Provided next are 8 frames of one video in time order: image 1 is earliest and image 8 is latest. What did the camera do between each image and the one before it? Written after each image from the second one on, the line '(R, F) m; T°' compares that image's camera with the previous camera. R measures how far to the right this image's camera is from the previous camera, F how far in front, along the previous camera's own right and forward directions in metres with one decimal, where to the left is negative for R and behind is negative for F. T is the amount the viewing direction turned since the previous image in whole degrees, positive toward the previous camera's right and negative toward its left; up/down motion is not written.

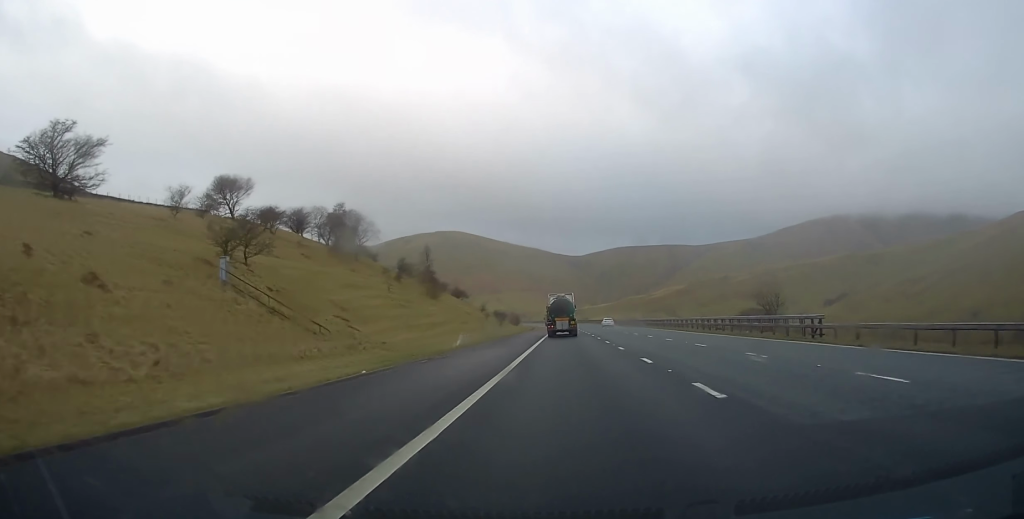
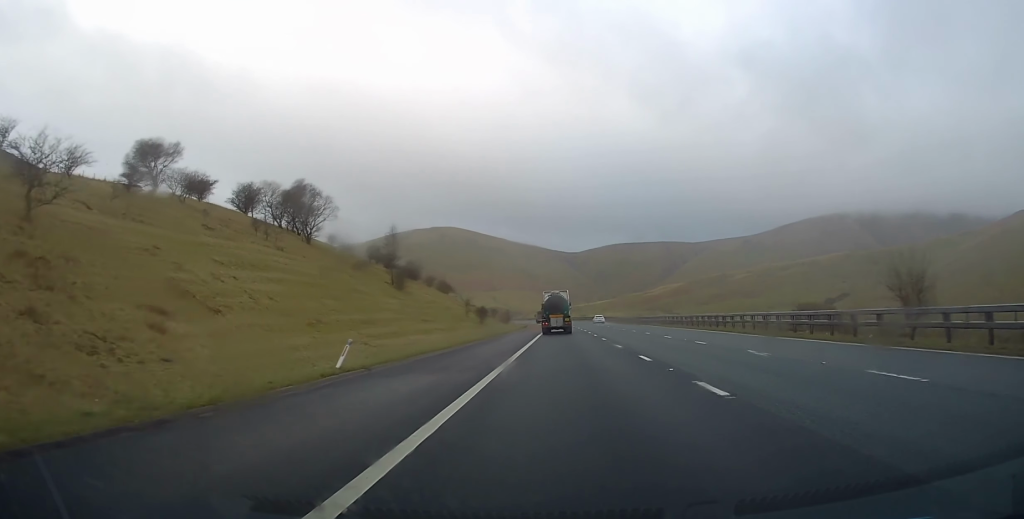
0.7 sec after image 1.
(0.0, +18.4) m; 0°
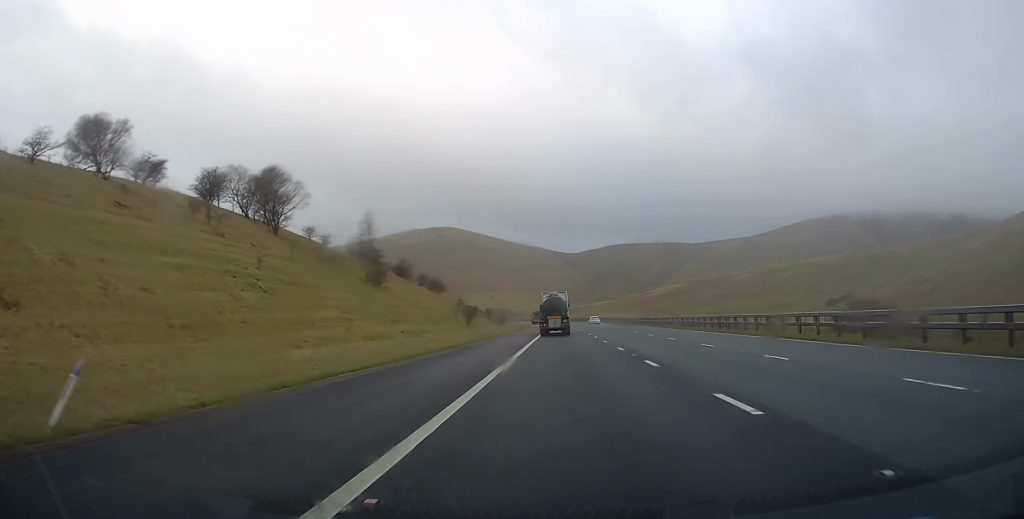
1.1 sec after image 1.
(0.0, +10.7) m; 0°
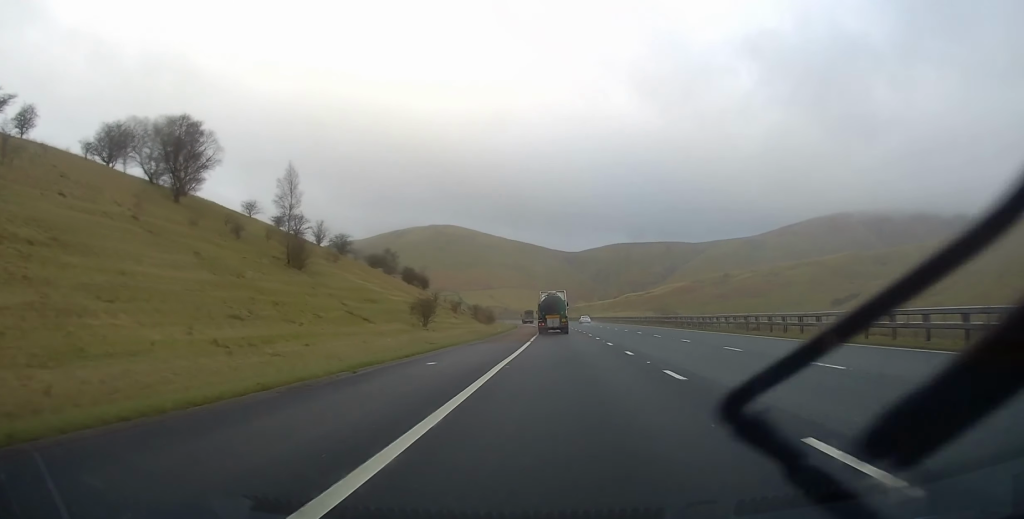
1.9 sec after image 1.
(+0.1, +22.0) m; 0°
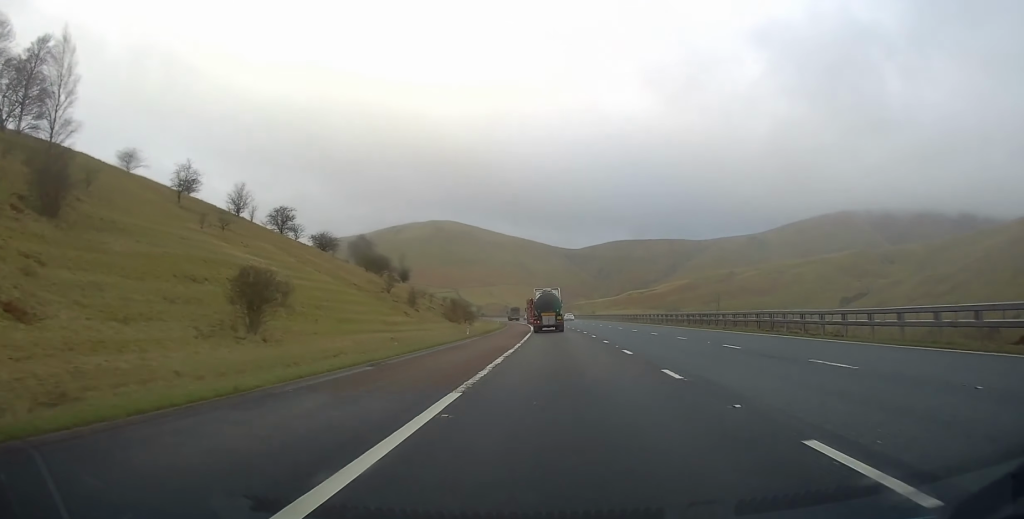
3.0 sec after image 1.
(+0.1, +27.4) m; 0°
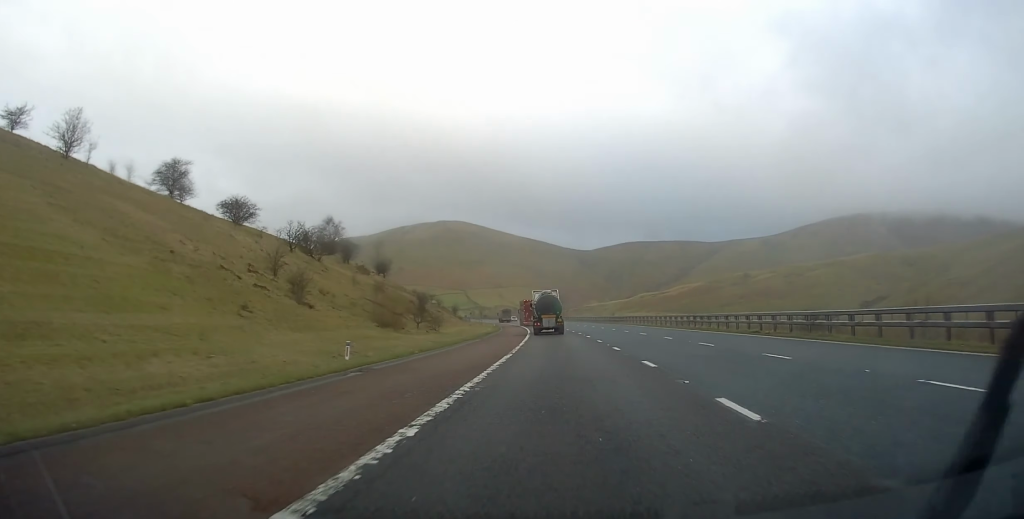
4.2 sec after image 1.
(-0.2, +31.4) m; -1°
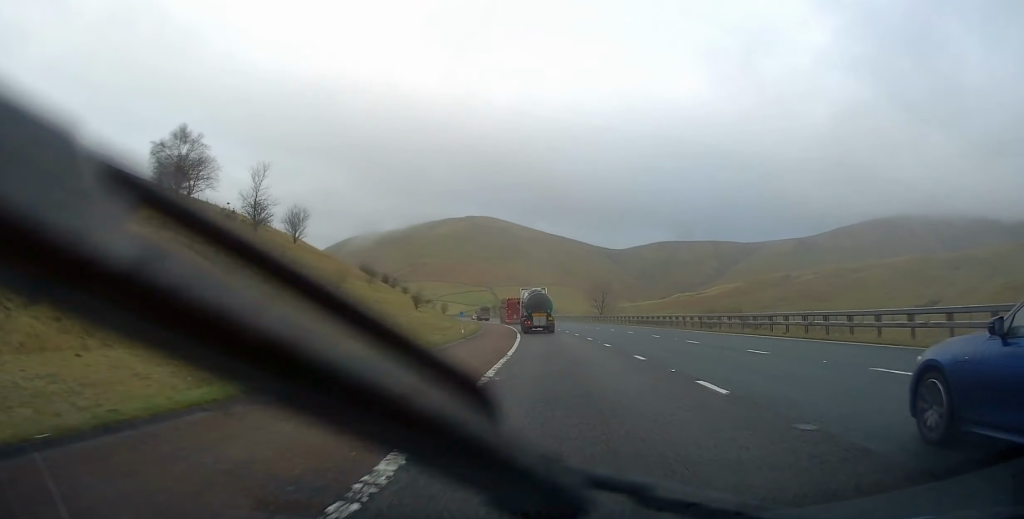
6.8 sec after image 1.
(-1.7, +68.4) m; -3°
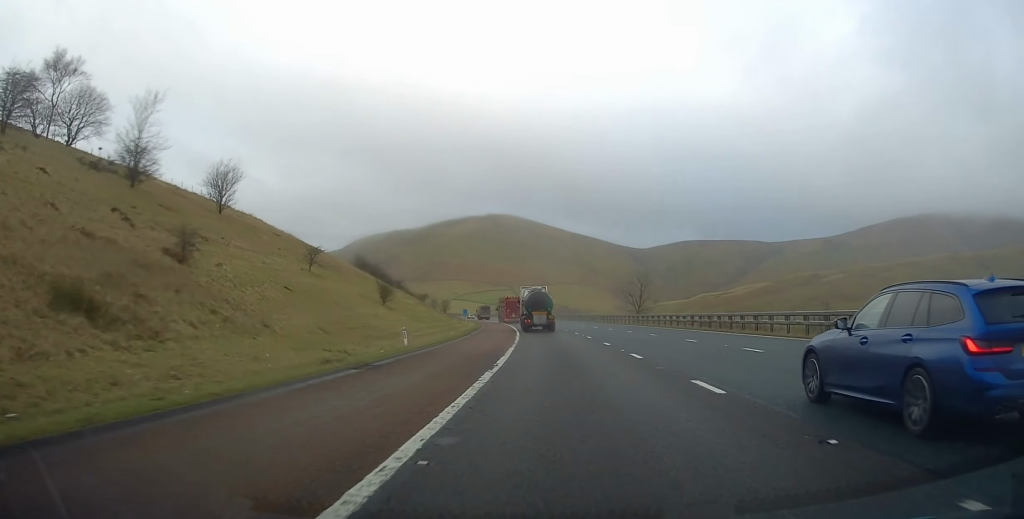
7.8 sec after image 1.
(-0.3, +25.6) m; -1°
